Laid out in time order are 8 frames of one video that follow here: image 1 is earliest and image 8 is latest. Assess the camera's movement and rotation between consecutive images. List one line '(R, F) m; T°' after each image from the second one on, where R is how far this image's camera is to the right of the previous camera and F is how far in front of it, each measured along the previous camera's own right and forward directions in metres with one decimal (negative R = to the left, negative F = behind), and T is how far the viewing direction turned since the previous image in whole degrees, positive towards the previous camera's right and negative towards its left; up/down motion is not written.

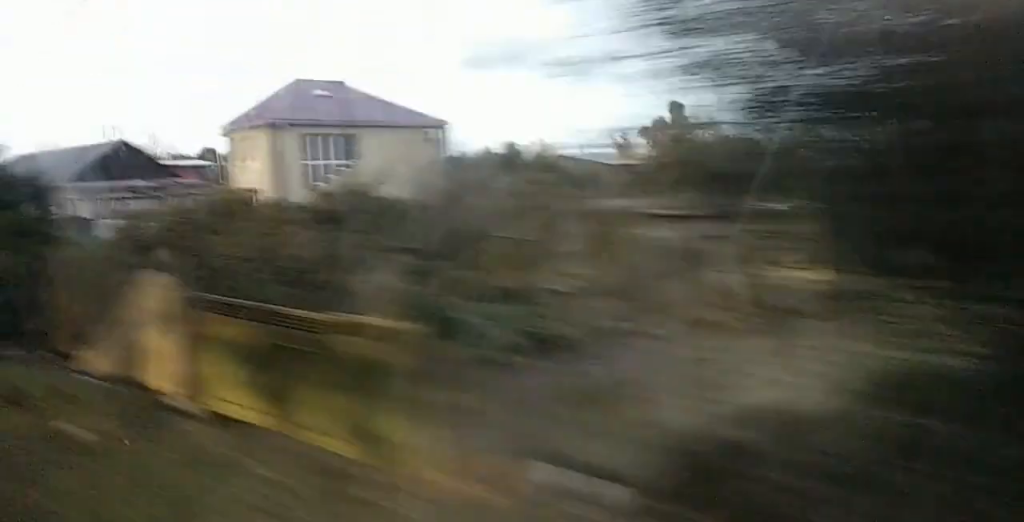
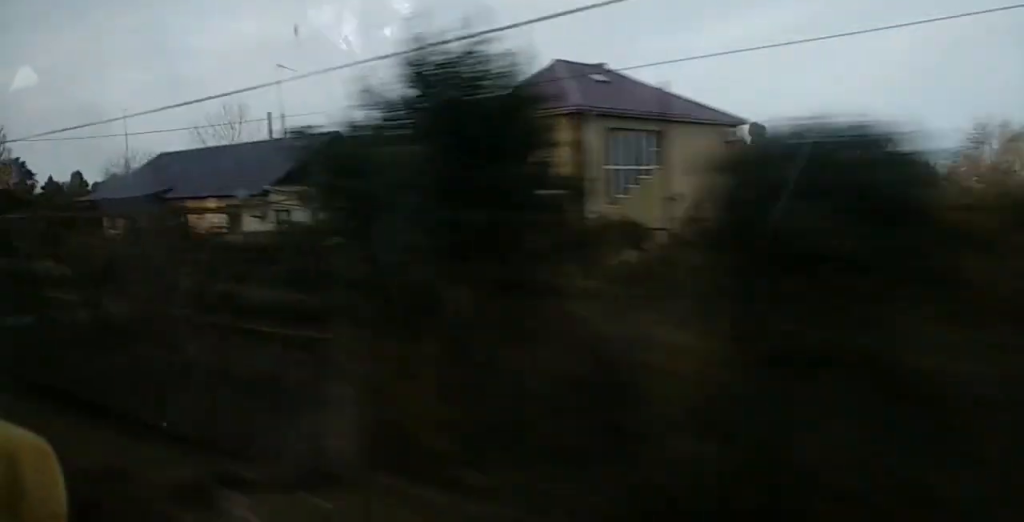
(+0.4, +18.5) m; +1°
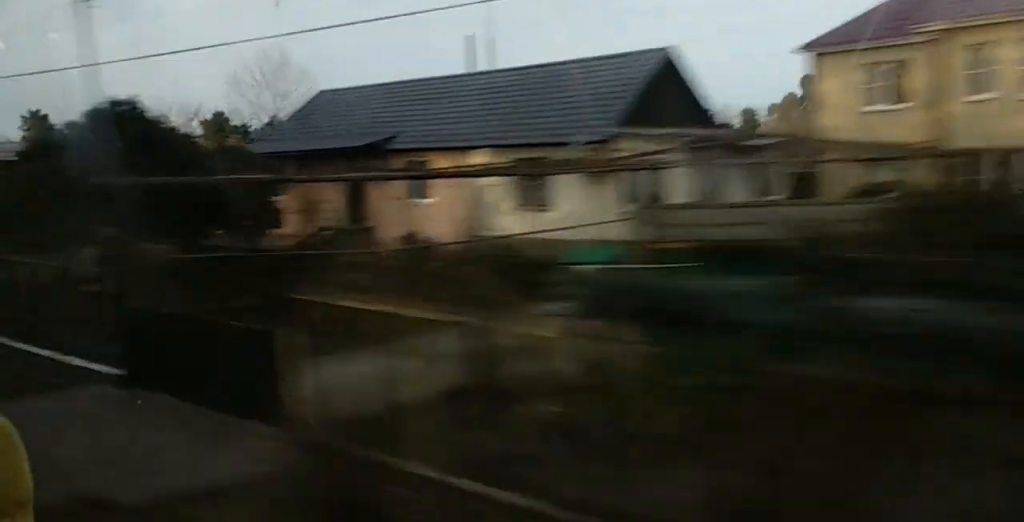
(0.0, +17.6) m; 0°
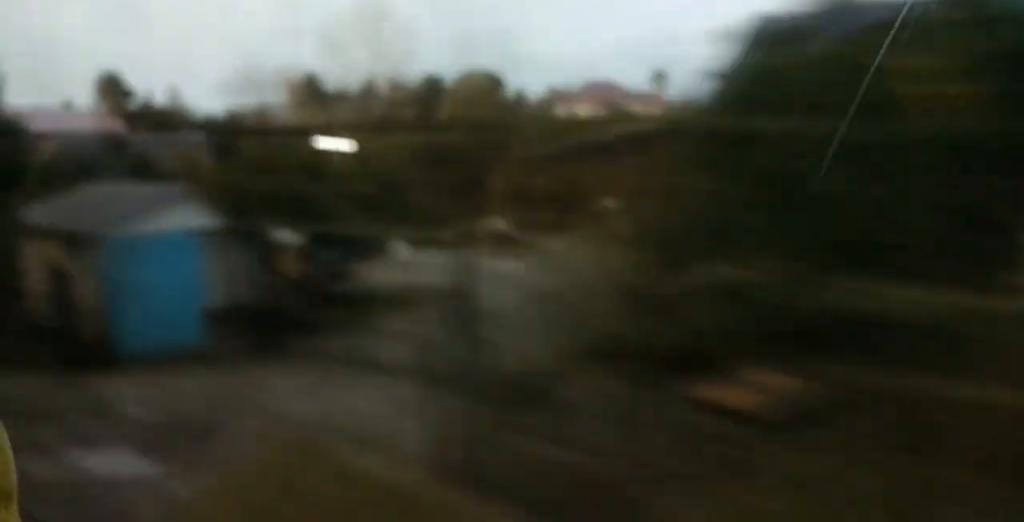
(0.0, +19.1) m; -2°
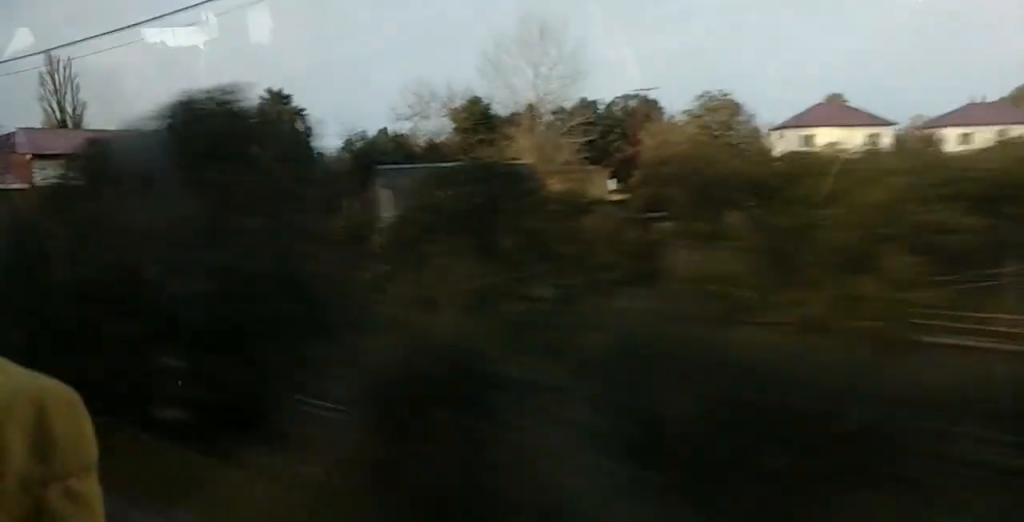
(-0.7, +18.8) m; -2°
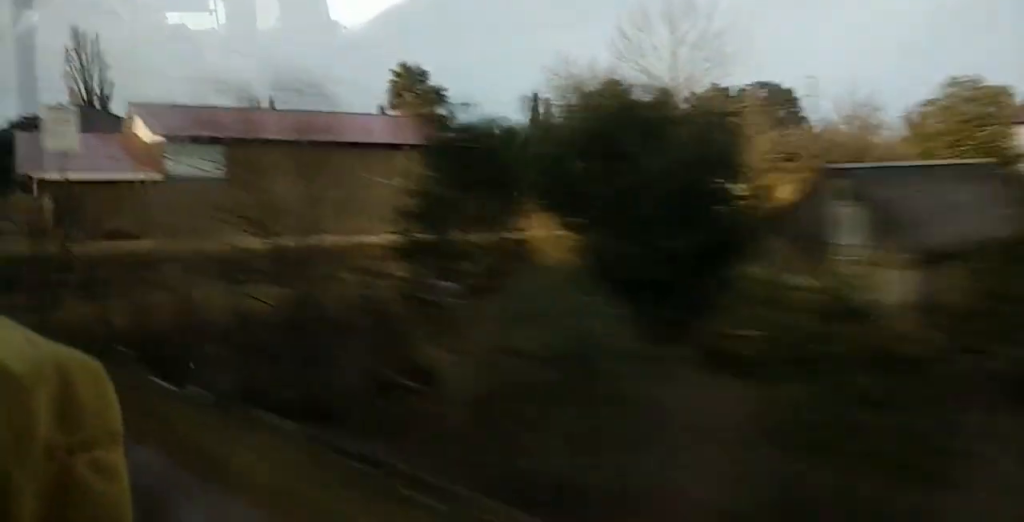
(0.0, +14.7) m; -2°
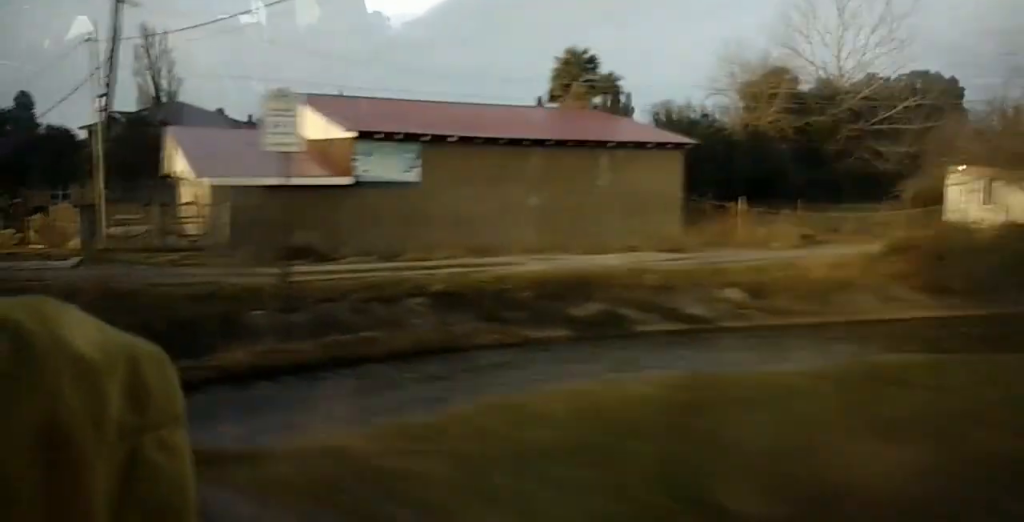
(-0.1, +10.0) m; -1°
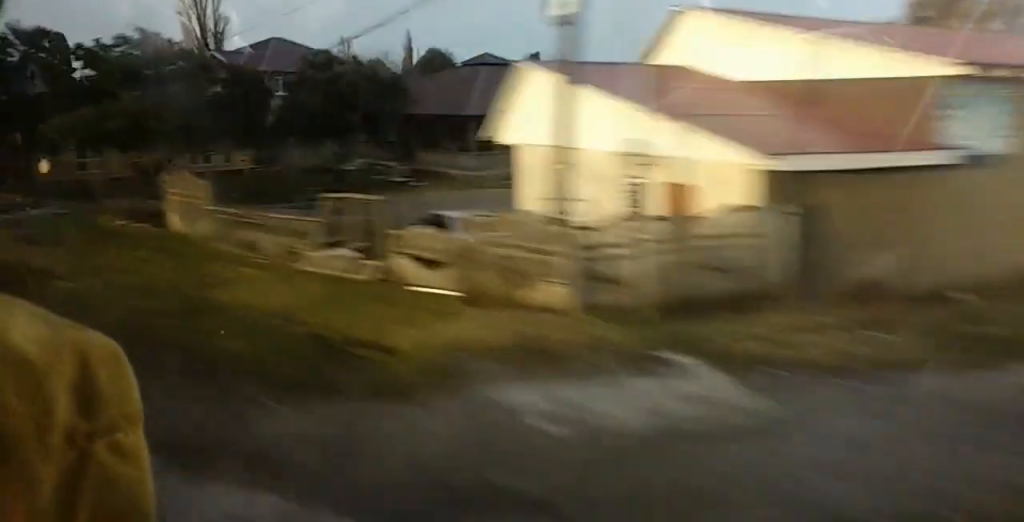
(-0.6, +18.3) m; -3°
